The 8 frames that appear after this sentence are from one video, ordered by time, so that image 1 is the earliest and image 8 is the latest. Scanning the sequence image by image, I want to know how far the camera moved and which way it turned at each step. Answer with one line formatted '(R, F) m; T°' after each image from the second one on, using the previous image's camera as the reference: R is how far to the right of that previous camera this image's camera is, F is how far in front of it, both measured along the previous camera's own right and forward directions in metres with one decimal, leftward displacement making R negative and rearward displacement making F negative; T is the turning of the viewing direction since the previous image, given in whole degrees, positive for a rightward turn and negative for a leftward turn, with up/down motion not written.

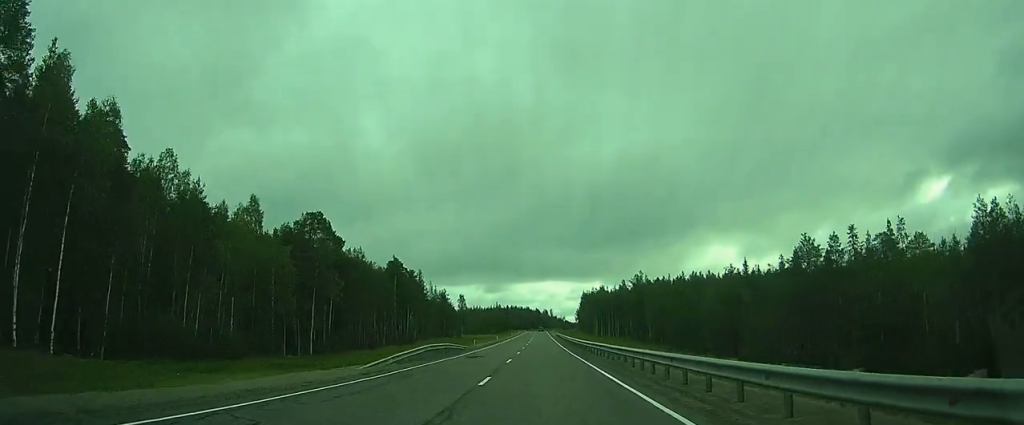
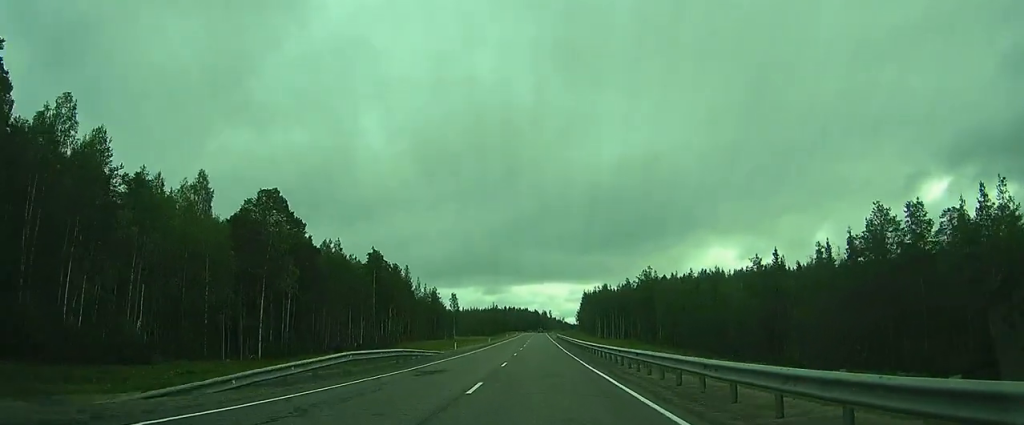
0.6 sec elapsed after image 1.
(+0.1, +11.4) m; 0°
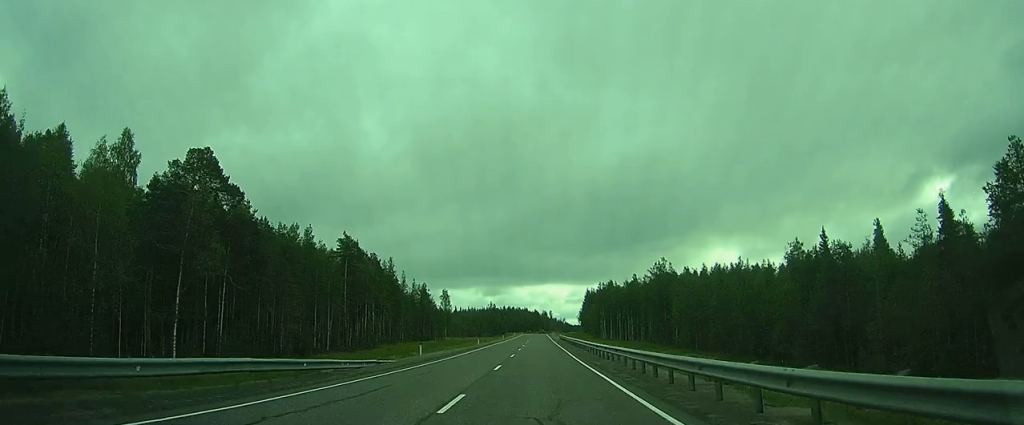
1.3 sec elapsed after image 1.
(0.0, +12.9) m; 0°
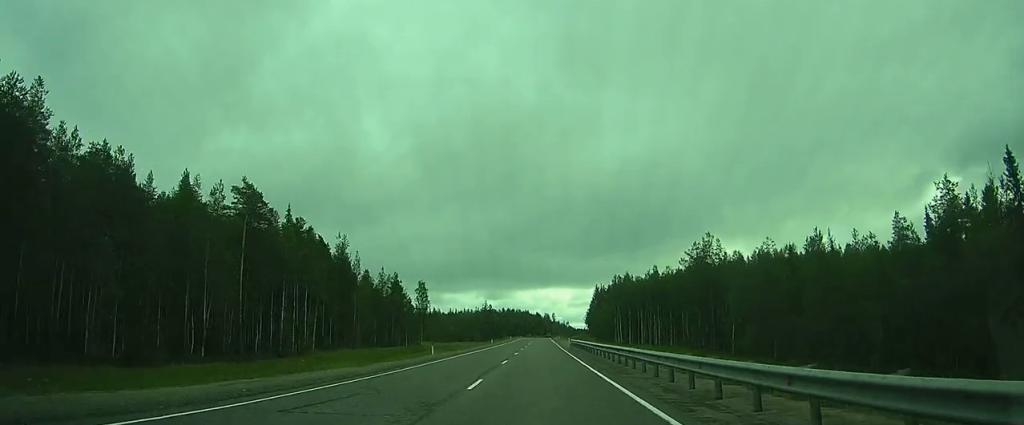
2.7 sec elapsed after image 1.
(0.0, +29.5) m; 0°
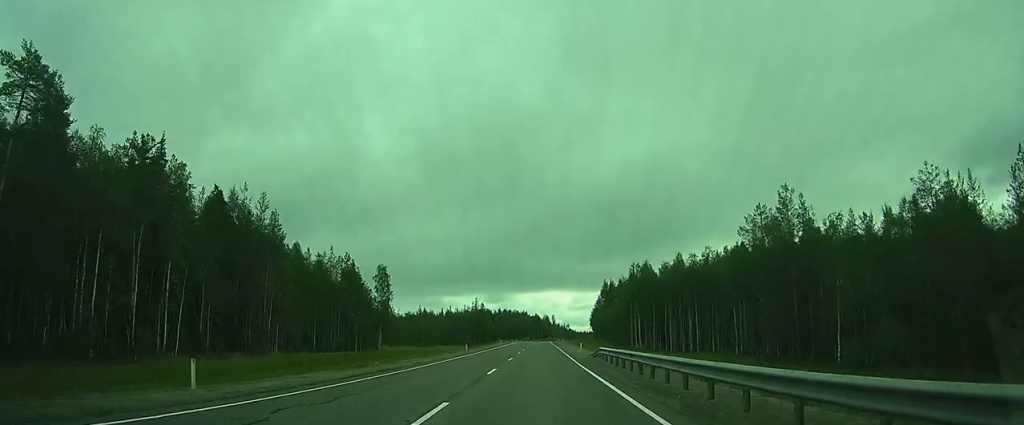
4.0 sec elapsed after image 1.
(-0.1, +33.5) m; 0°
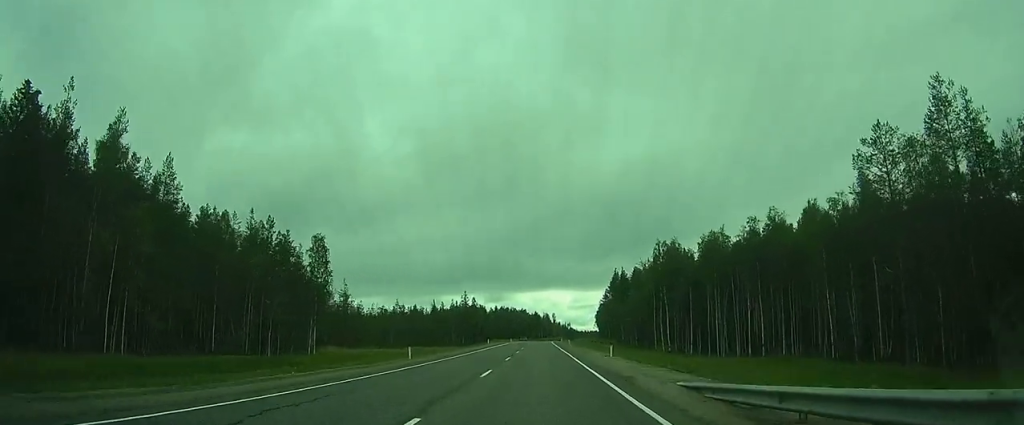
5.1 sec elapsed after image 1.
(-0.1, +31.3) m; 0°
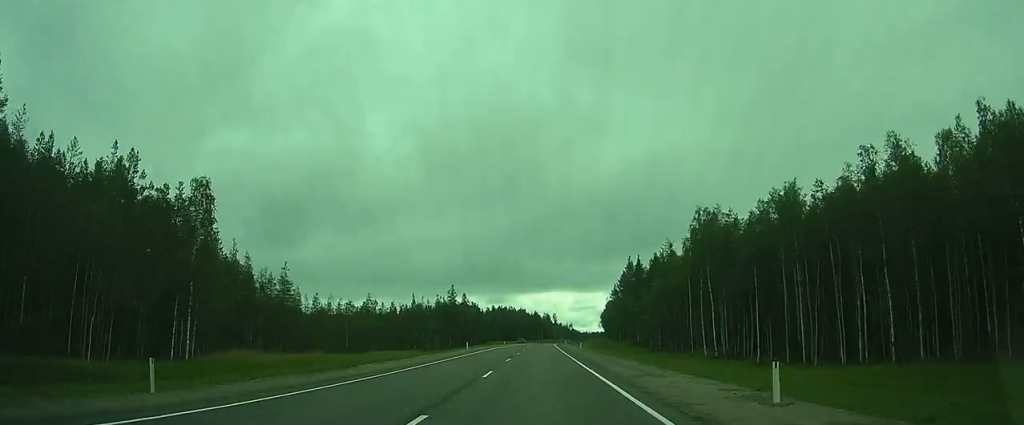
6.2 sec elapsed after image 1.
(0.0, +27.8) m; 0°
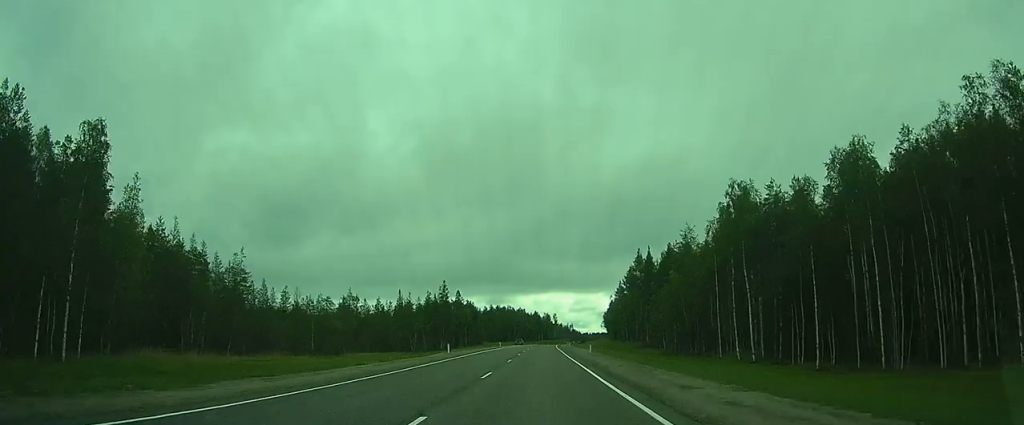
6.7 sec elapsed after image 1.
(0.0, +13.4) m; 0°
